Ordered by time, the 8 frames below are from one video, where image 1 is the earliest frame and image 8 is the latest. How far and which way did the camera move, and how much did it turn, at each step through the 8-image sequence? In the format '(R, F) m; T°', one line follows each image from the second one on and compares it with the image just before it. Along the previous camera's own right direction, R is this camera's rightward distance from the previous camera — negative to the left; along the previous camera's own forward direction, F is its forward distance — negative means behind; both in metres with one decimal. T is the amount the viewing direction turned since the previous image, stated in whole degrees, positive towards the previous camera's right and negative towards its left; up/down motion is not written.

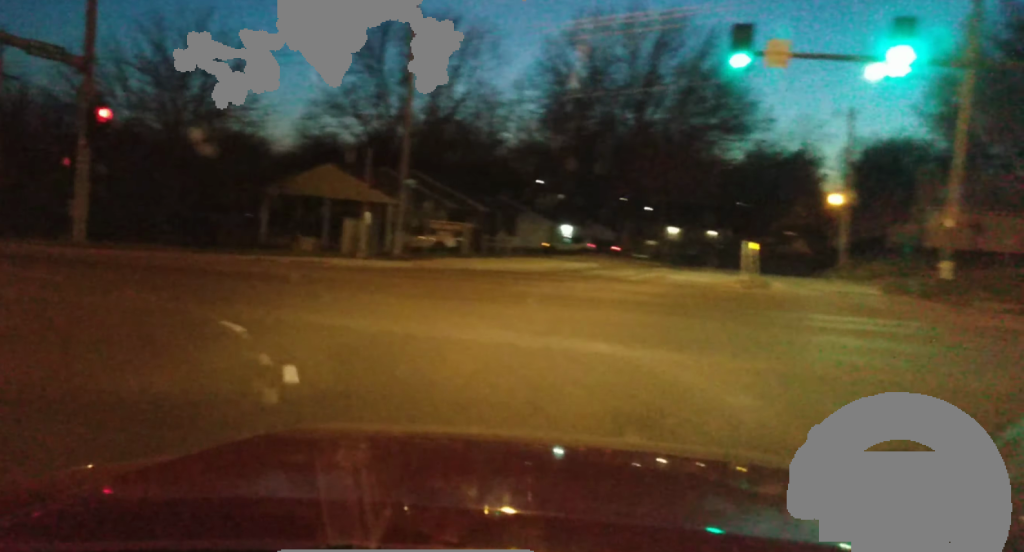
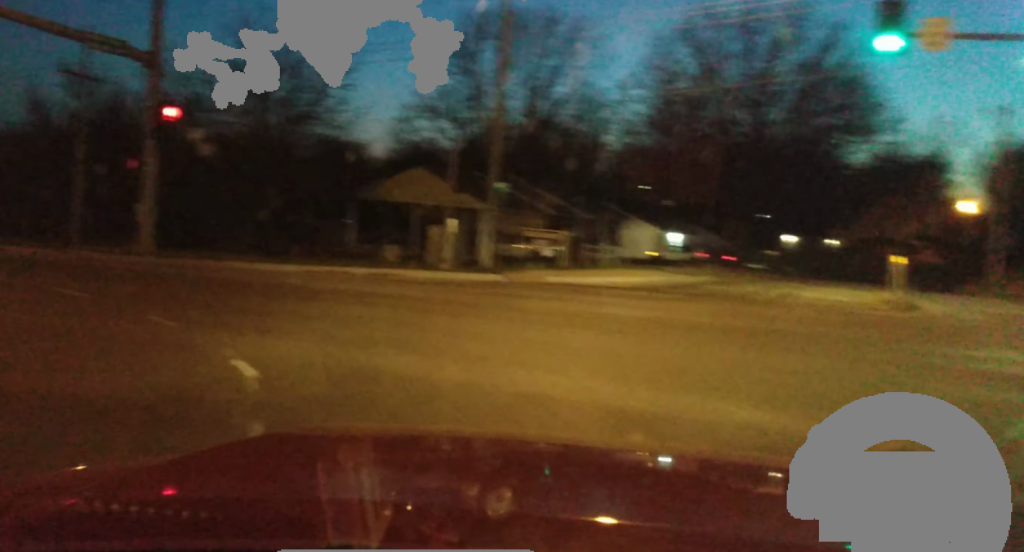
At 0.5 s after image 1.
(-0.2, +2.9) m; -6°
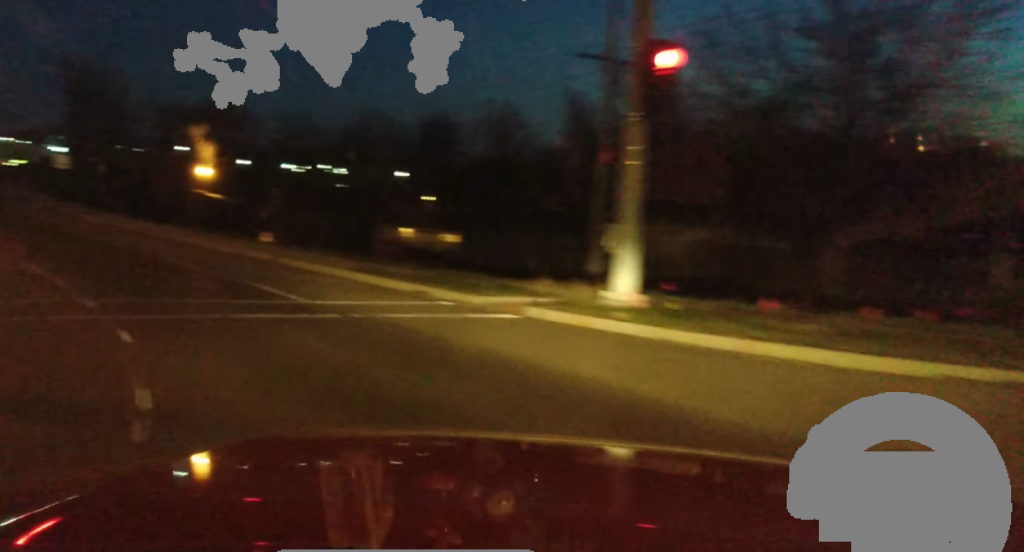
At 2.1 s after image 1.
(-2.2, +10.7) m; -28°
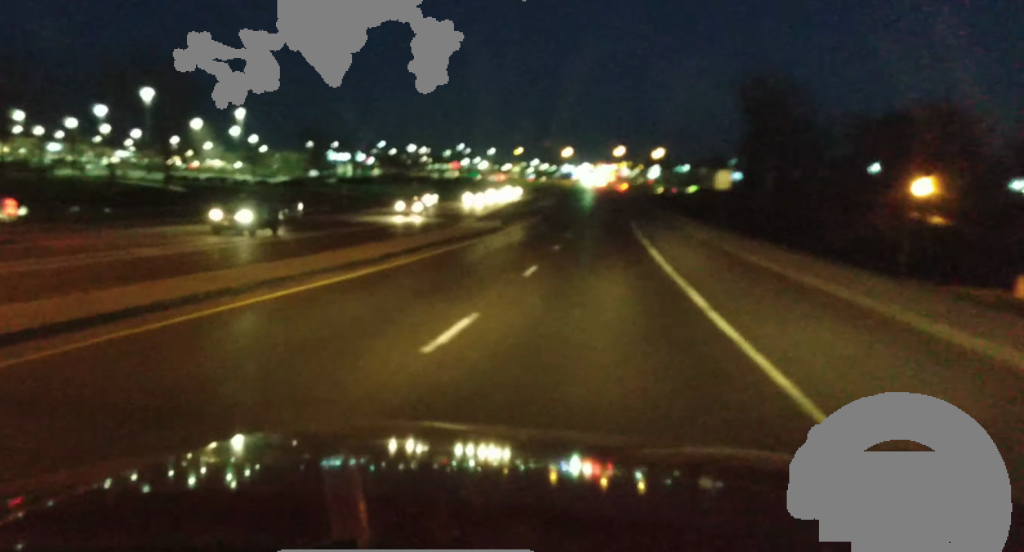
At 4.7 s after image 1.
(-8.9, +20.6) m; -34°
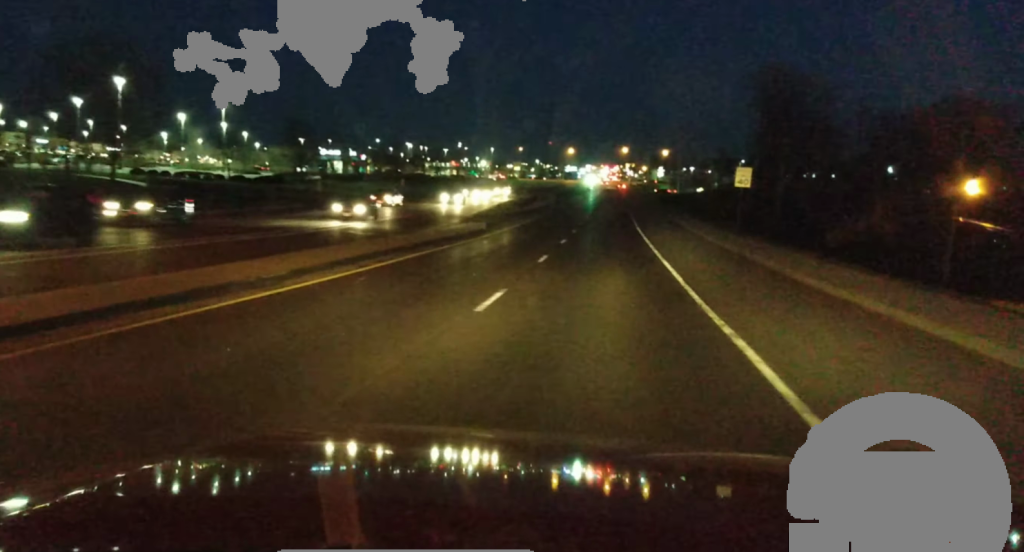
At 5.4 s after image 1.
(-0.2, +7.8) m; -1°
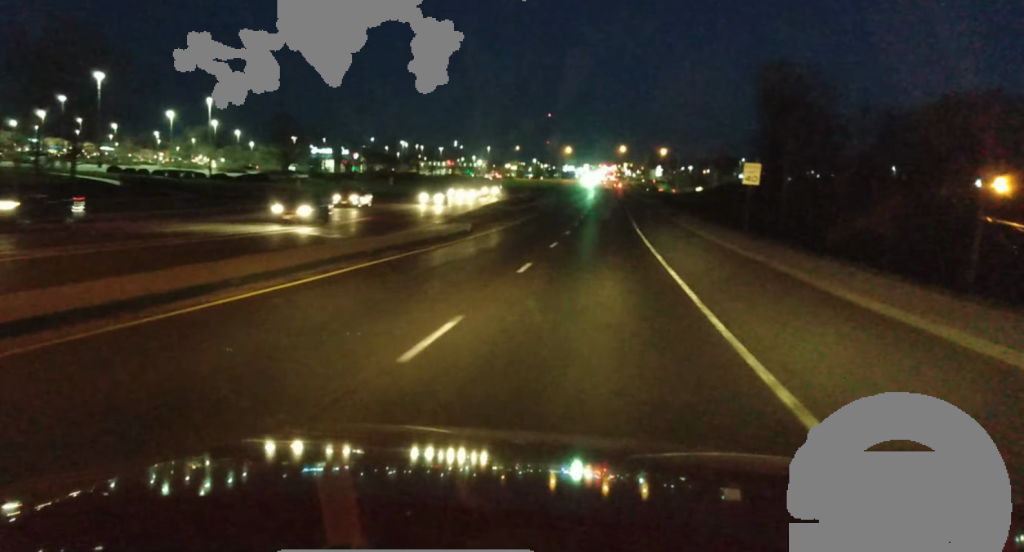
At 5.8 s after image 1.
(0.0, +4.6) m; 0°
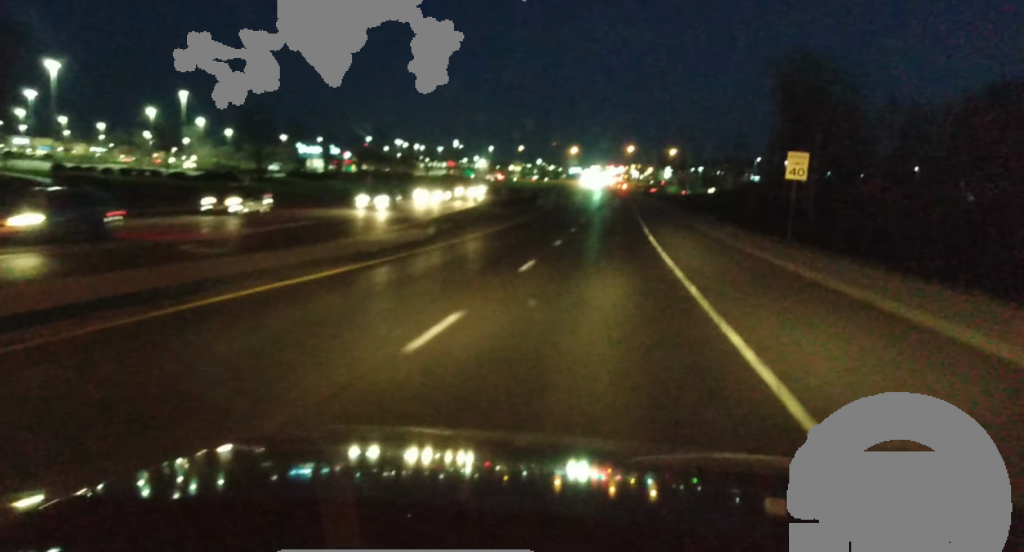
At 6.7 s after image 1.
(0.0, +11.6) m; -2°
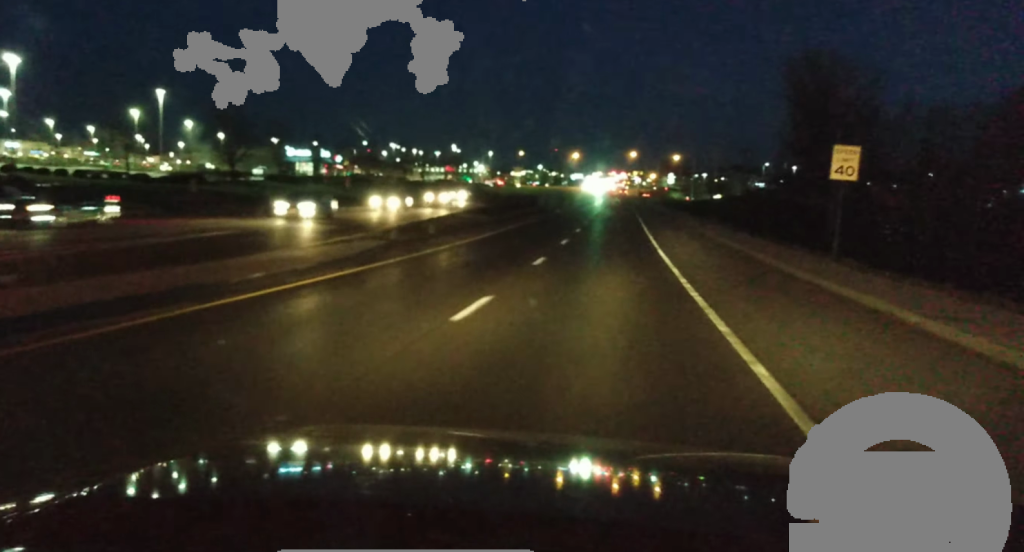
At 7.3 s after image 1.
(-0.2, +9.0) m; -2°
